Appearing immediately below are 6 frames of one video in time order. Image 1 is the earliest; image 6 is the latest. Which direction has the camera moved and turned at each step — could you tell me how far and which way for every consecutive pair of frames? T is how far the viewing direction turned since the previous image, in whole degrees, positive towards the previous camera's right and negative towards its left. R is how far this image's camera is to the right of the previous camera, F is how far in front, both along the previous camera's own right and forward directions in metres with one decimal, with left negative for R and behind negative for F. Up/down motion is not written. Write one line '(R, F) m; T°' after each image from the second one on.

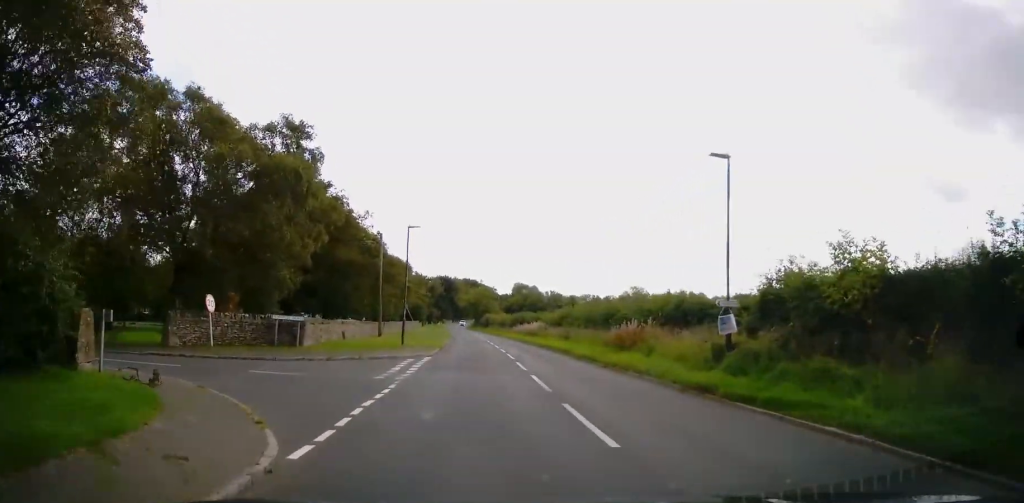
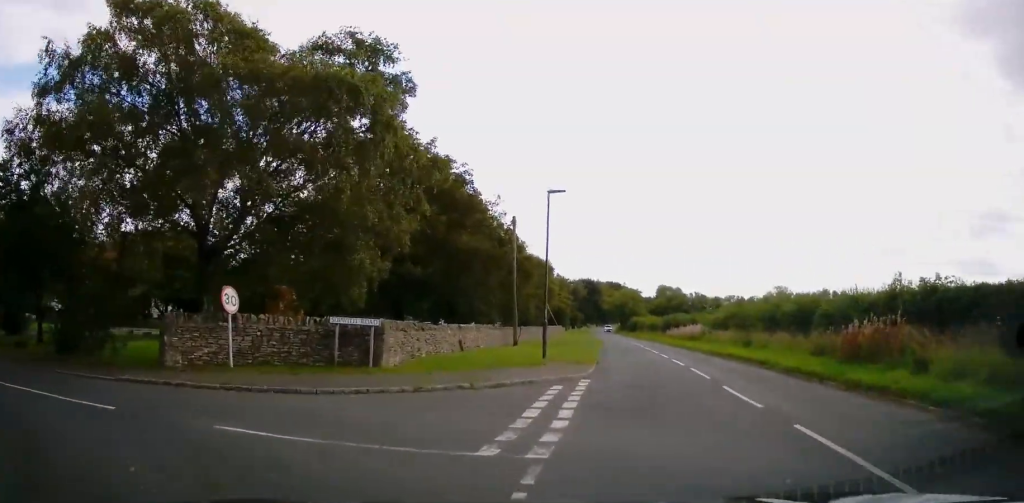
(-0.4, +9.4) m; -11°
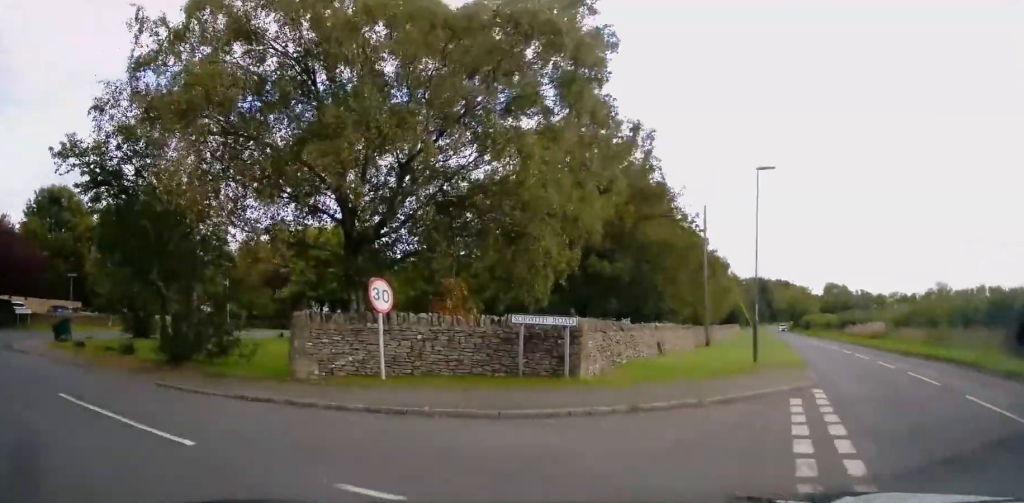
(-0.3, +3.6) m; -16°
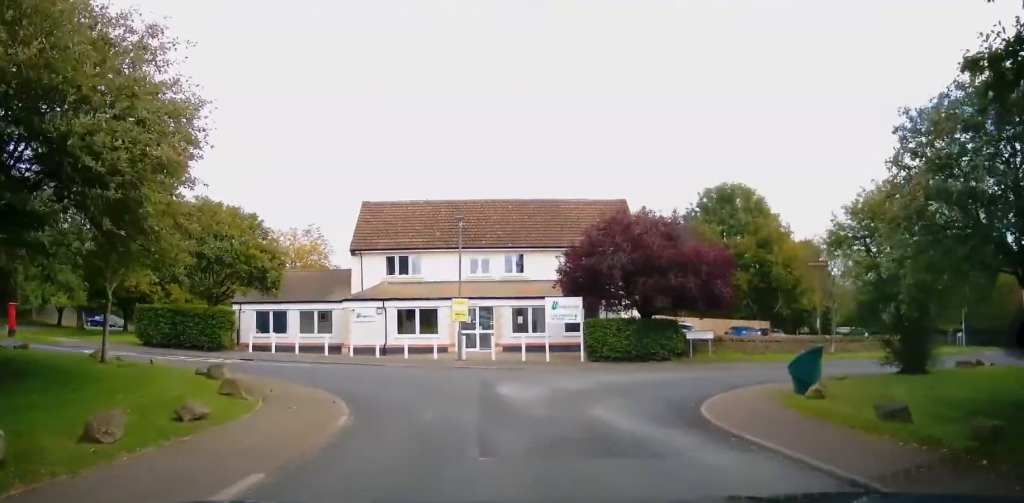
(-7.7, +9.7) m; -59°
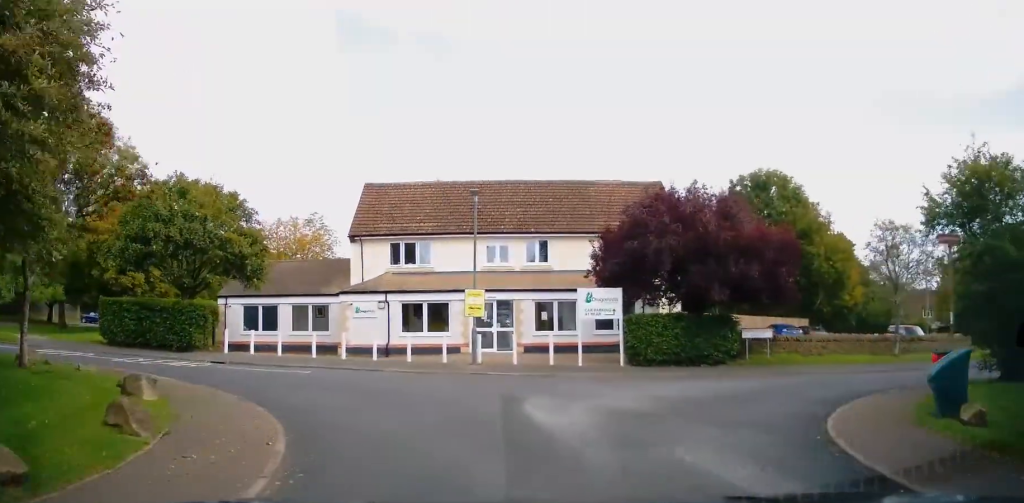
(-0.1, +3.3) m; -4°
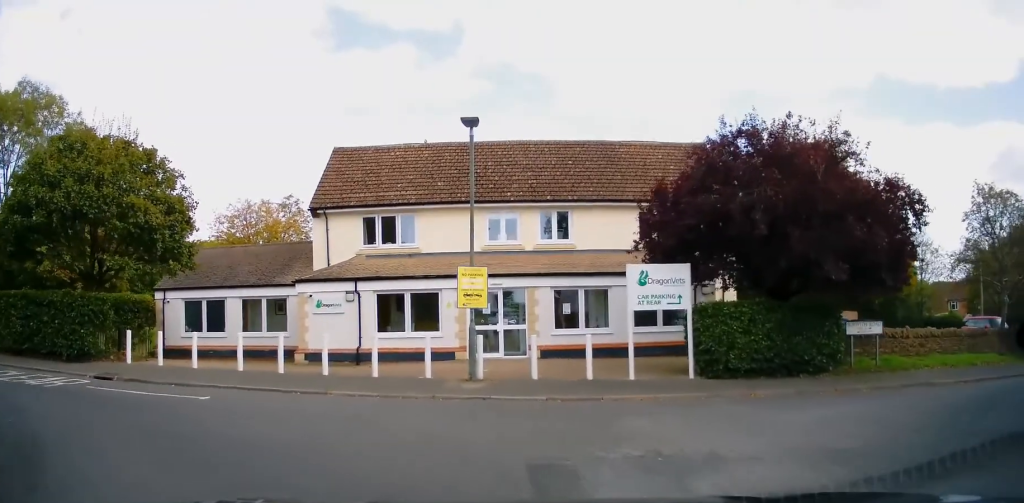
(-0.1, +6.0) m; -1°
